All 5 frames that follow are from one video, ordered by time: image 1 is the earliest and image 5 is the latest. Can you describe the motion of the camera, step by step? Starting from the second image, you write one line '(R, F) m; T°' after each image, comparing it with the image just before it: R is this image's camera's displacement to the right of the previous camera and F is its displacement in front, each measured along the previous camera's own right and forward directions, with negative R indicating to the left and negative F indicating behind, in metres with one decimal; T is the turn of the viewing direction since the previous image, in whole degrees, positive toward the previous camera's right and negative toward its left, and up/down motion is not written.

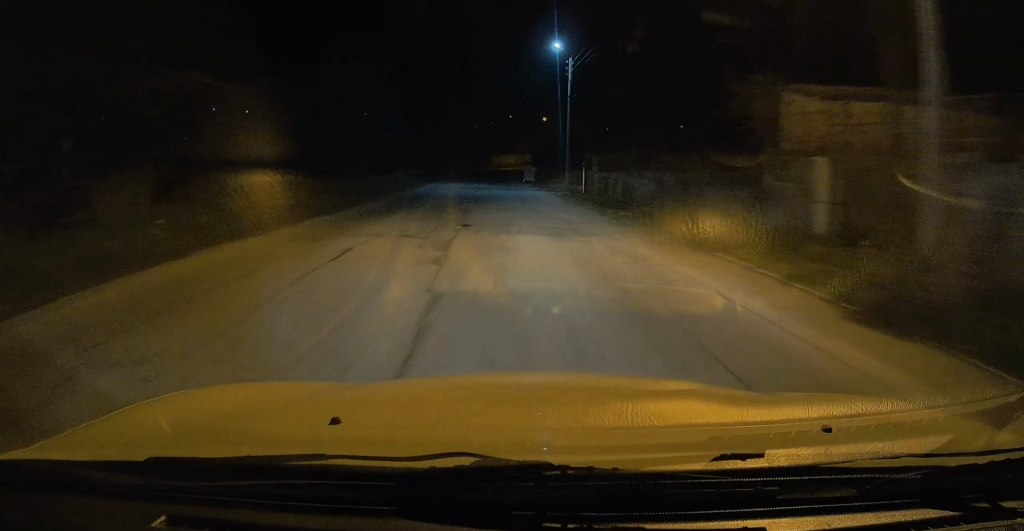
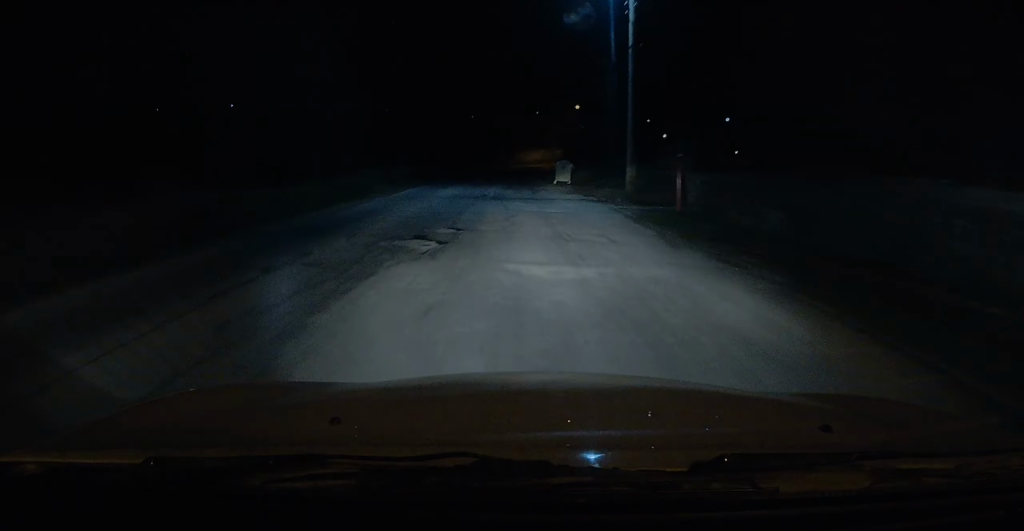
(-0.4, +15.6) m; -2°
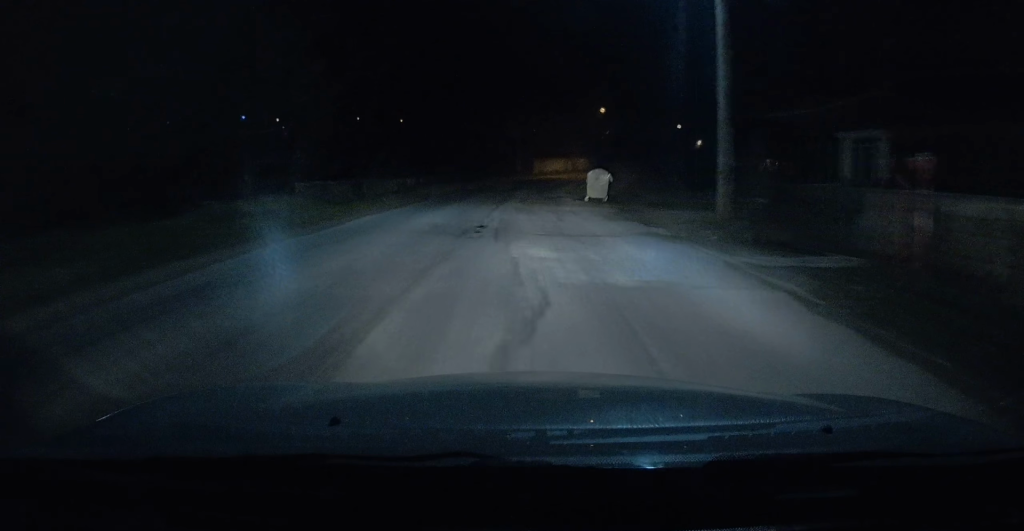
(0.0, +10.1) m; 0°
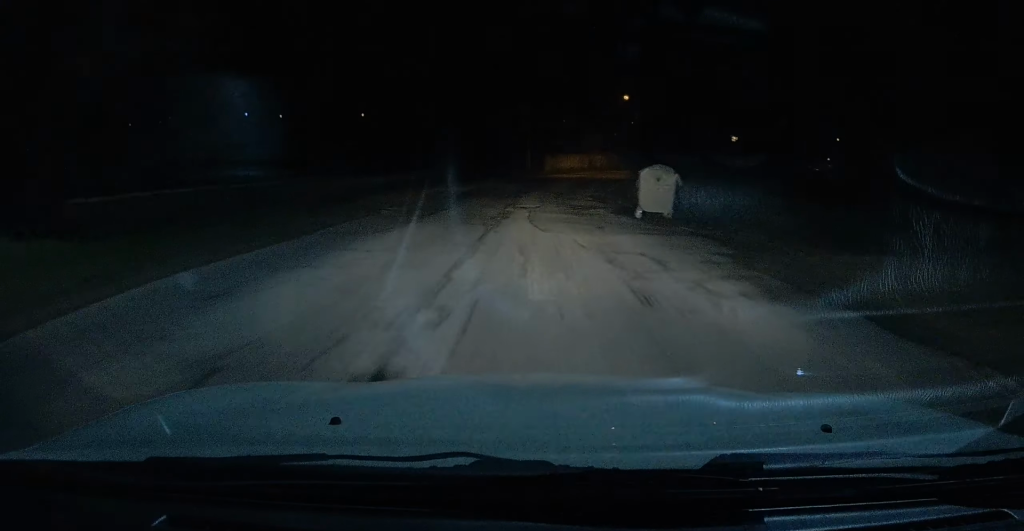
(0.0, +11.6) m; -1°
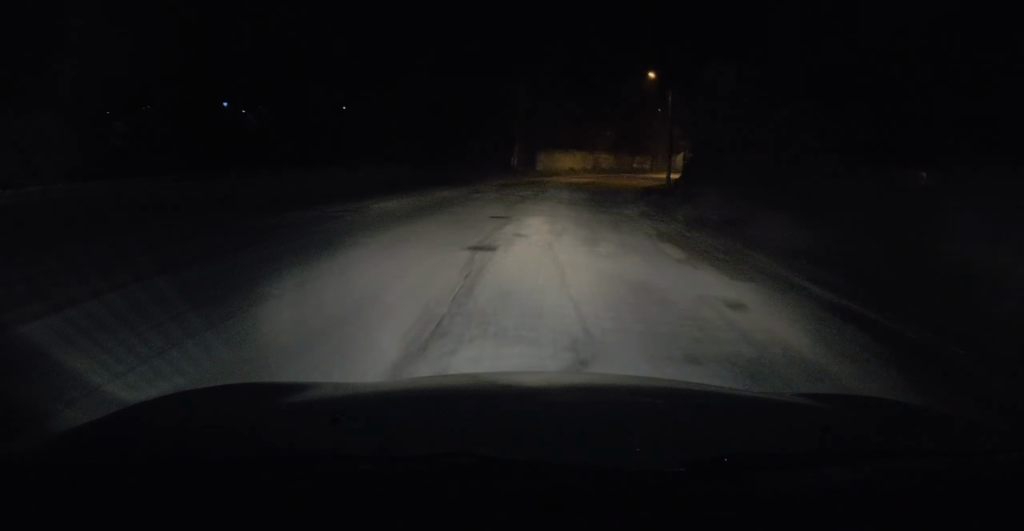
(-0.5, +17.3) m; -2°
